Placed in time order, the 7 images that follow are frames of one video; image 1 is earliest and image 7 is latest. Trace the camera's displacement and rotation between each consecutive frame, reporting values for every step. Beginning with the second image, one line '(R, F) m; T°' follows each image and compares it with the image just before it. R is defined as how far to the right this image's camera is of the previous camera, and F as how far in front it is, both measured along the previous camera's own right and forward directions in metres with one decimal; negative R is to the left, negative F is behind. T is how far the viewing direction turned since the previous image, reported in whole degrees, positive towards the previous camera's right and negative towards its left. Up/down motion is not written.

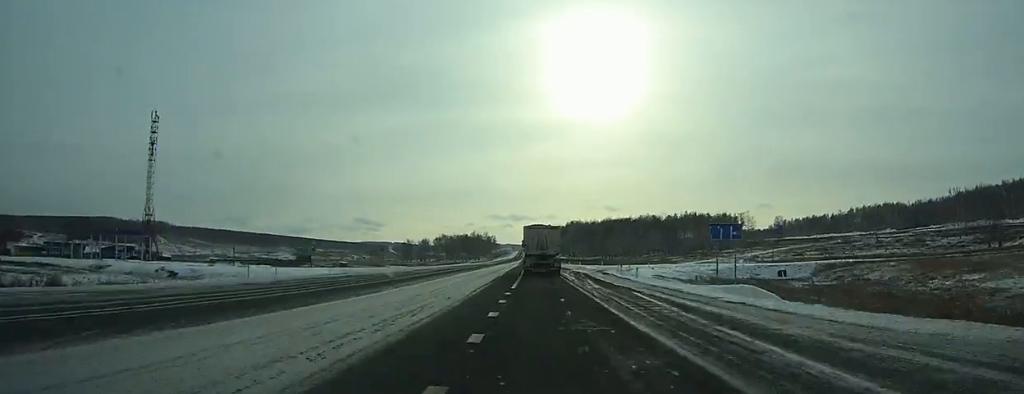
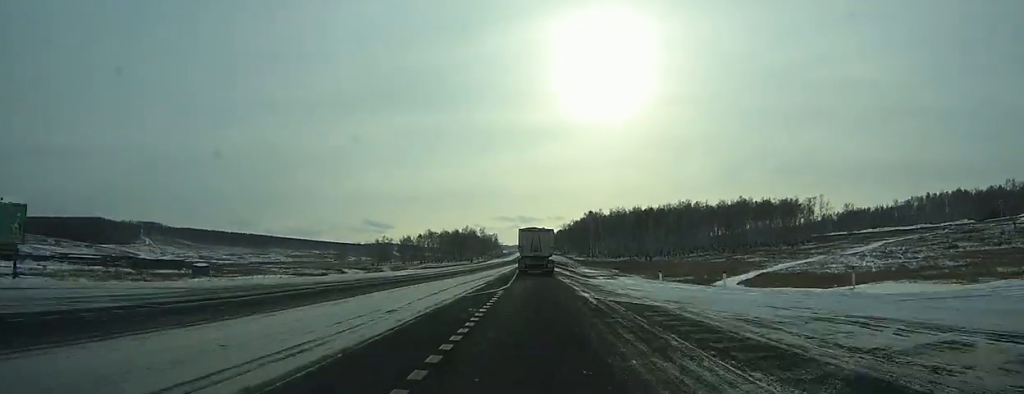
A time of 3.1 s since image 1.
(-0.2, +80.2) m; -1°
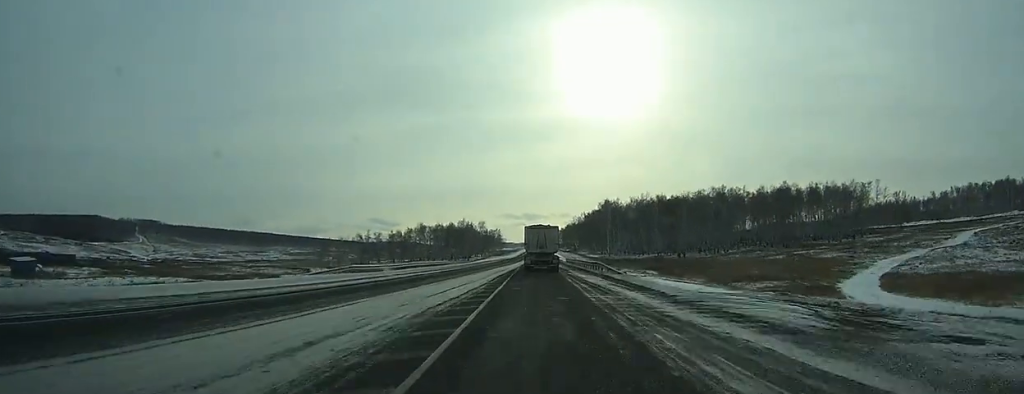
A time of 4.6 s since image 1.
(-0.1, +37.6) m; 0°
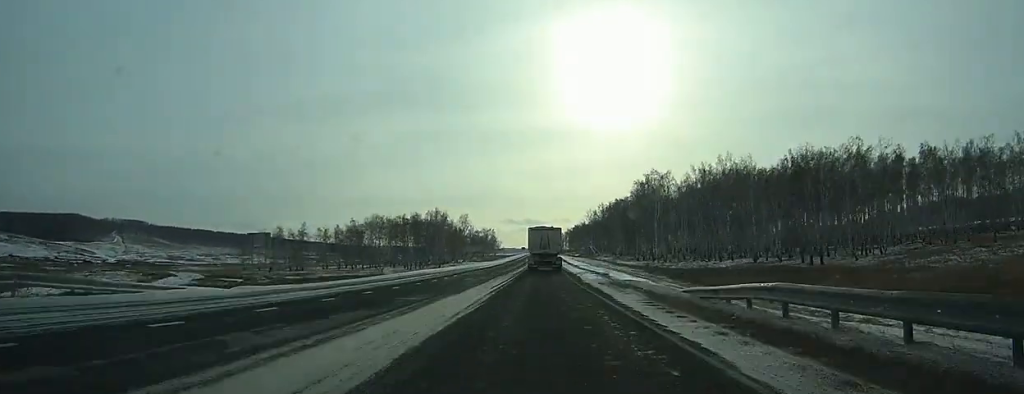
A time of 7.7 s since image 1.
(-0.3, +68.8) m; 0°
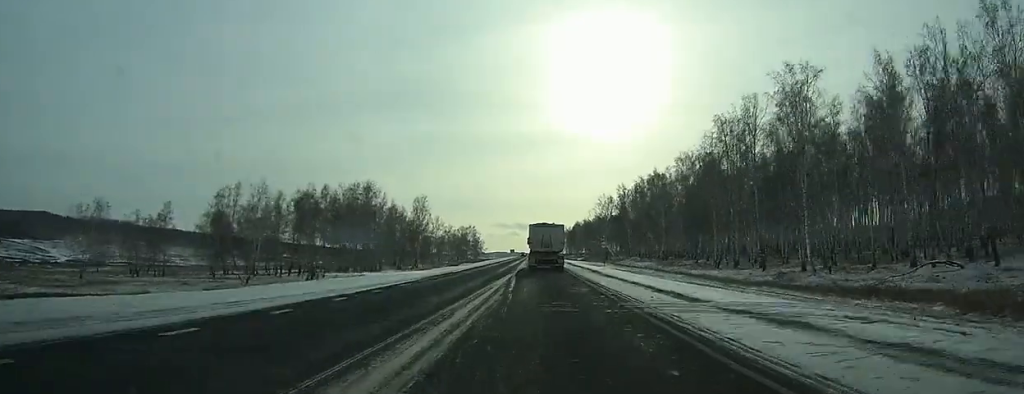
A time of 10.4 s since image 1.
(+0.1, +64.7) m; 0°
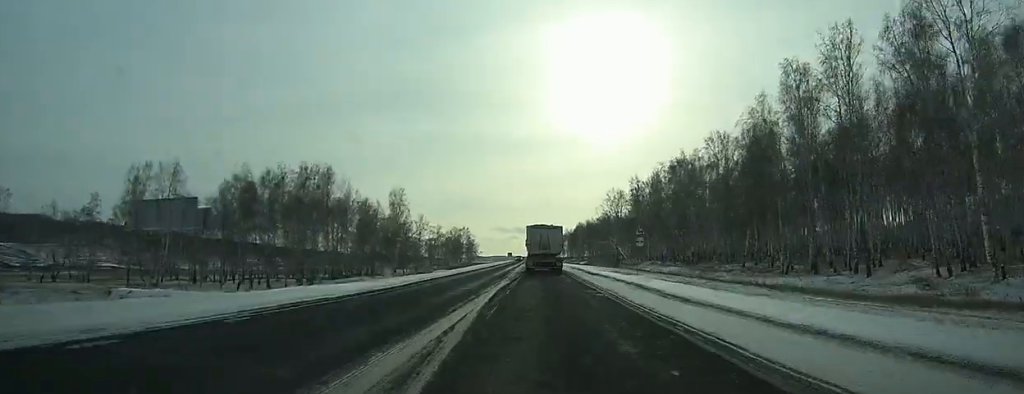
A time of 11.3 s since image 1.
(+0.1, +22.7) m; 0°
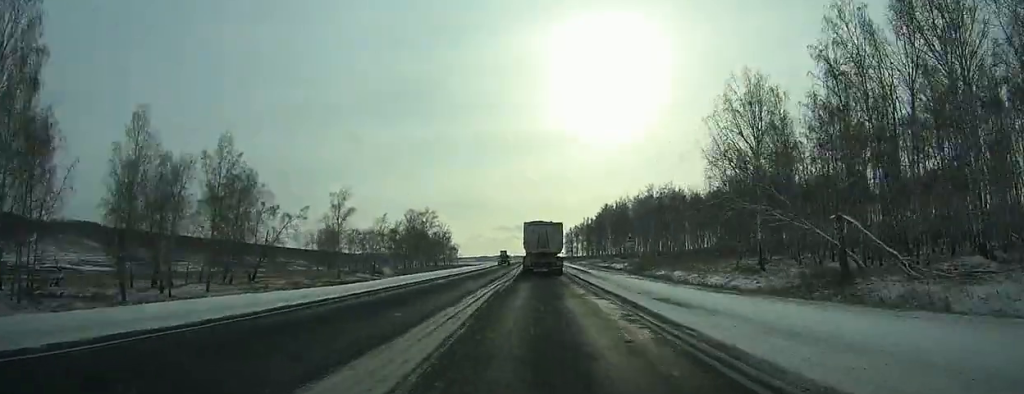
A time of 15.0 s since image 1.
(+0.3, +100.9) m; 0°
